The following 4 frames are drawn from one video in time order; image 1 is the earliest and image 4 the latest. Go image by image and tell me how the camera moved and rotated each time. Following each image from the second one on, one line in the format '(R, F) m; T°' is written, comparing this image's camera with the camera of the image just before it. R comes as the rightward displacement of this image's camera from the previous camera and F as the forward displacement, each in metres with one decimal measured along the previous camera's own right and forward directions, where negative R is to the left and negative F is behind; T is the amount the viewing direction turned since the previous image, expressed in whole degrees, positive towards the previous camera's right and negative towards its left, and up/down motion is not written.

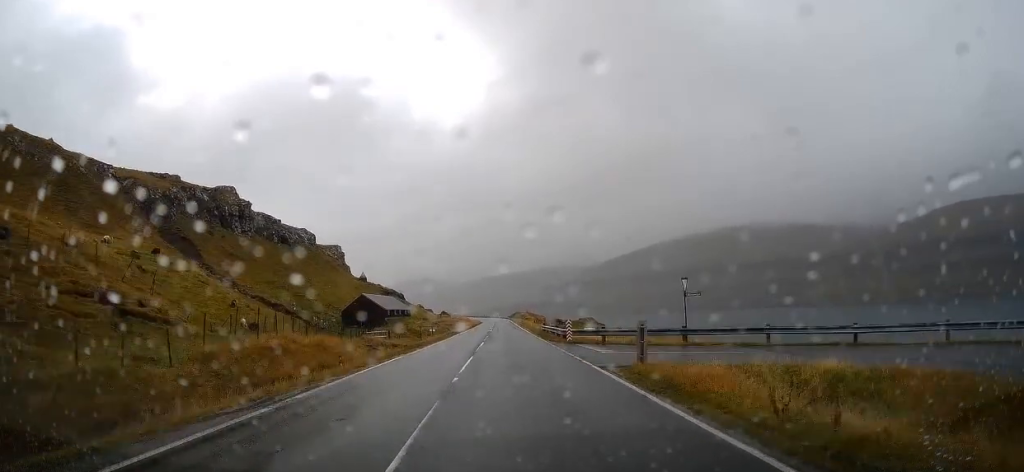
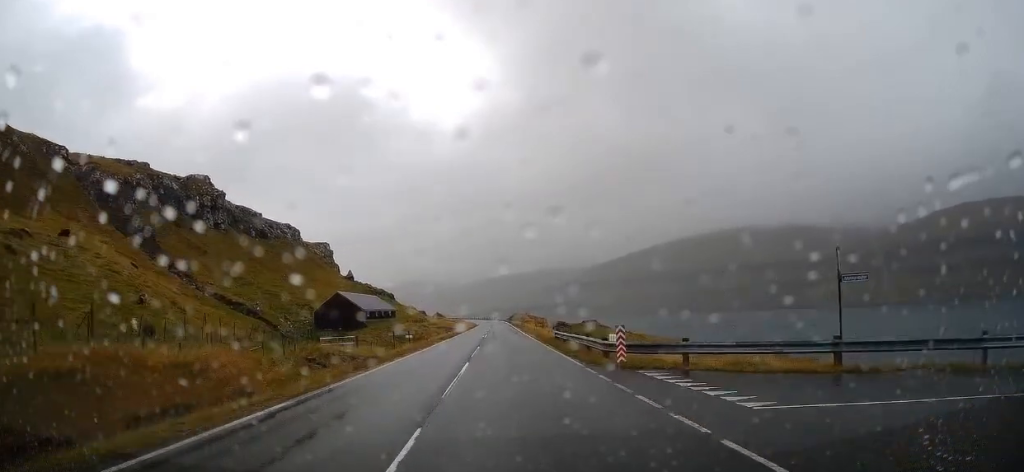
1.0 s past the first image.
(-0.2, +12.9) m; 0°
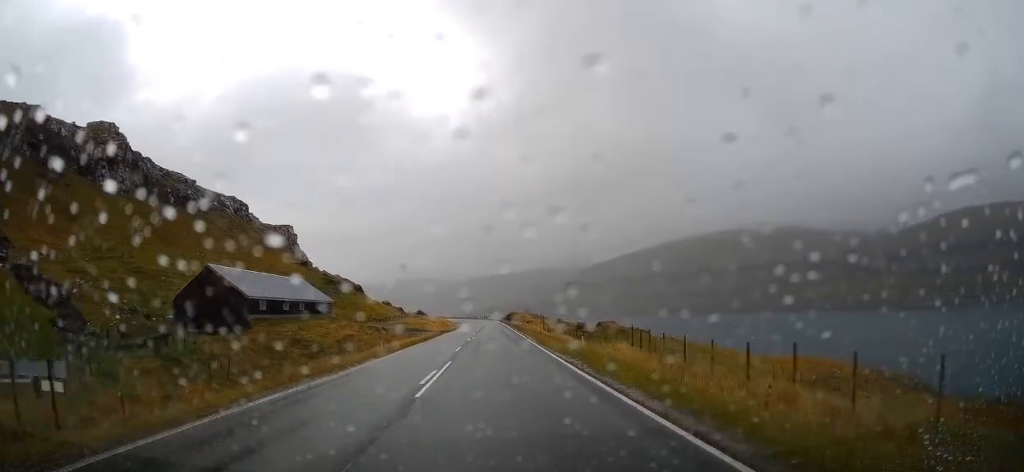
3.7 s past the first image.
(+0.6, +35.4) m; +2°
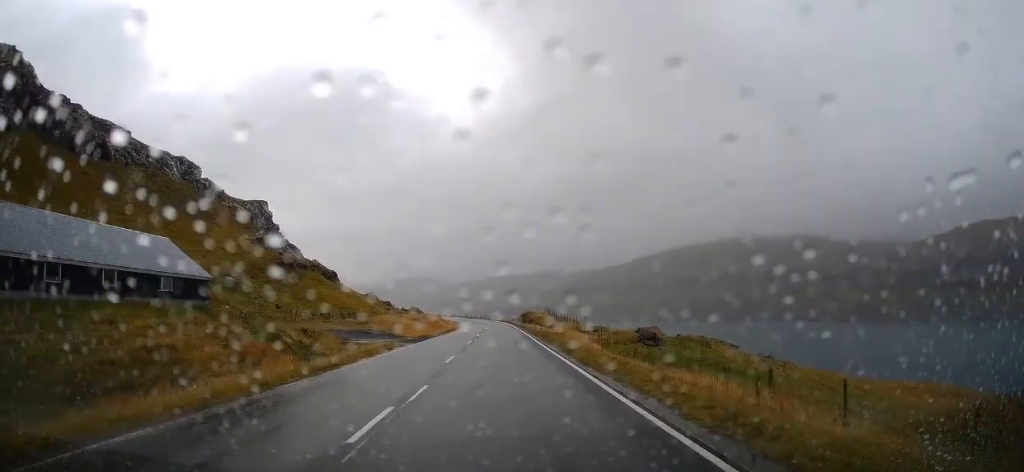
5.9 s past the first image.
(+0.1, +30.0) m; -1°
